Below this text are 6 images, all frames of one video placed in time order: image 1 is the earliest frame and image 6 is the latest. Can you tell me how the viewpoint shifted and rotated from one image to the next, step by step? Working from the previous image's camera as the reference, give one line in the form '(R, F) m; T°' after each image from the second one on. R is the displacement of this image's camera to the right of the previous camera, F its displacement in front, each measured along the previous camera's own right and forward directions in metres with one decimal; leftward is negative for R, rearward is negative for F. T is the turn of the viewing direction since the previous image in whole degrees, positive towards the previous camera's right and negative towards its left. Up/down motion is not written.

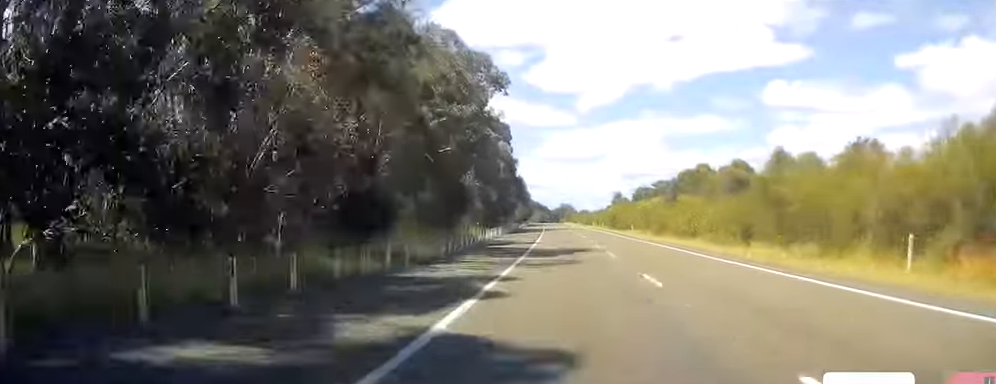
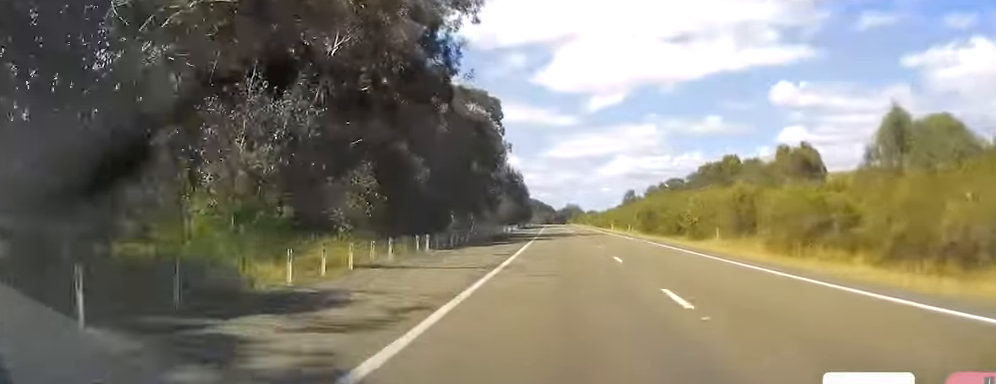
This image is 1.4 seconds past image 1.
(-0.2, +40.5) m; 0°
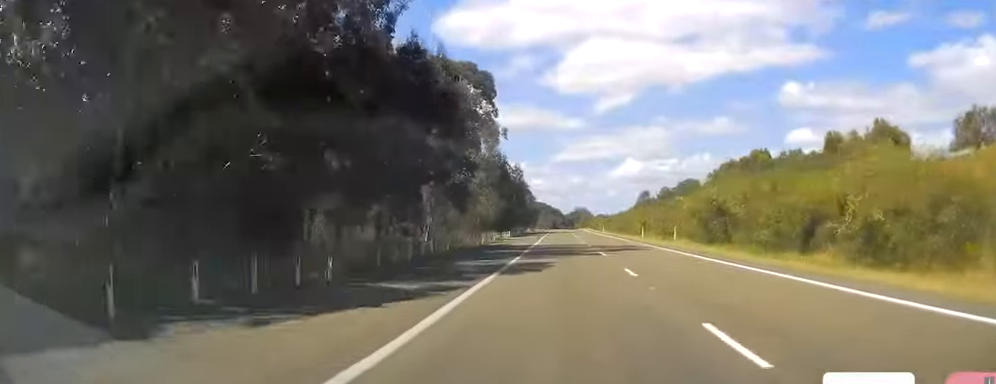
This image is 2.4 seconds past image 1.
(-0.1, +28.8) m; 0°
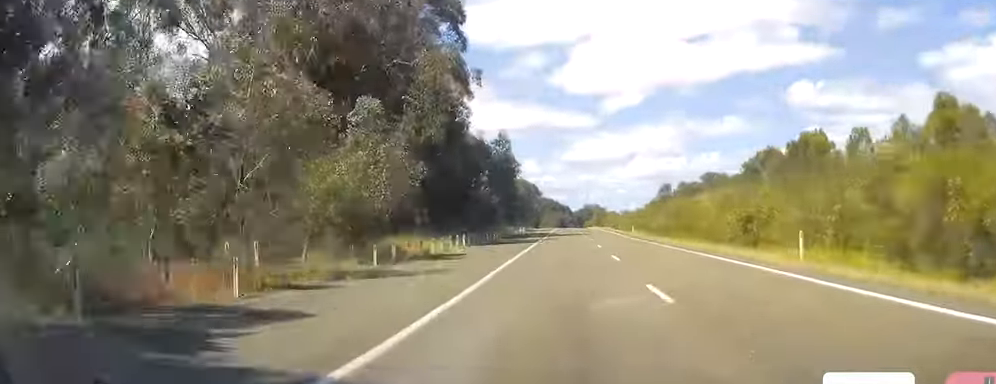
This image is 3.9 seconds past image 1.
(+0.4, +43.2) m; 0°
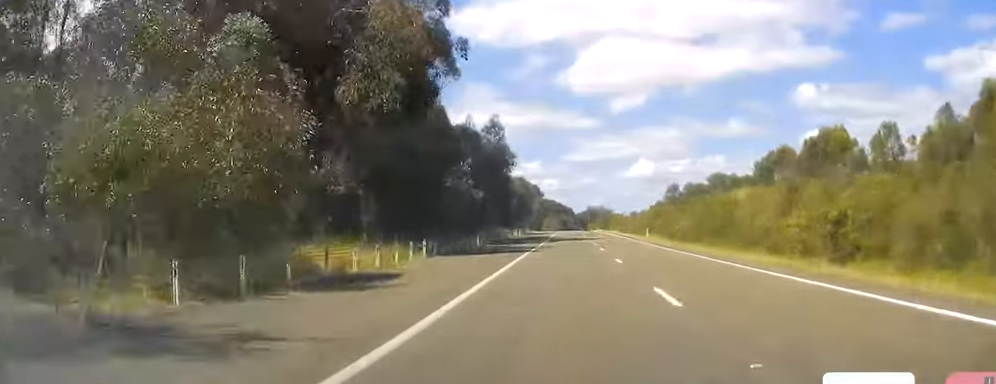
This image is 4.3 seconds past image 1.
(-0.3, +12.4) m; 0°
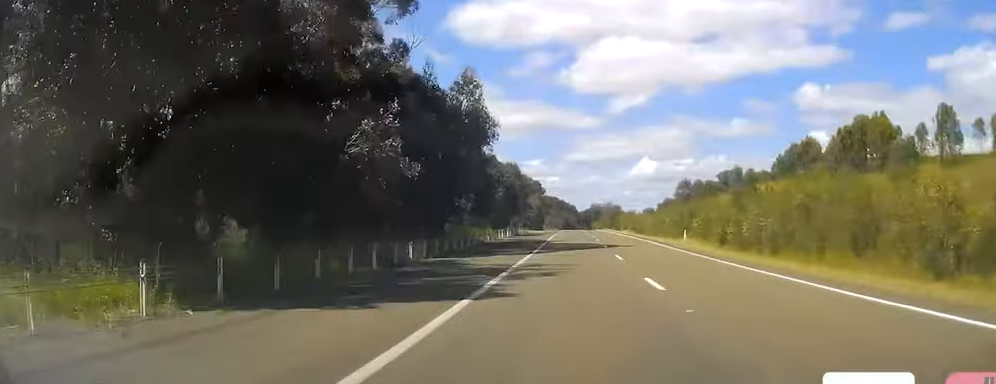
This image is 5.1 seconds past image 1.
(-0.3, +21.1) m; 0°
